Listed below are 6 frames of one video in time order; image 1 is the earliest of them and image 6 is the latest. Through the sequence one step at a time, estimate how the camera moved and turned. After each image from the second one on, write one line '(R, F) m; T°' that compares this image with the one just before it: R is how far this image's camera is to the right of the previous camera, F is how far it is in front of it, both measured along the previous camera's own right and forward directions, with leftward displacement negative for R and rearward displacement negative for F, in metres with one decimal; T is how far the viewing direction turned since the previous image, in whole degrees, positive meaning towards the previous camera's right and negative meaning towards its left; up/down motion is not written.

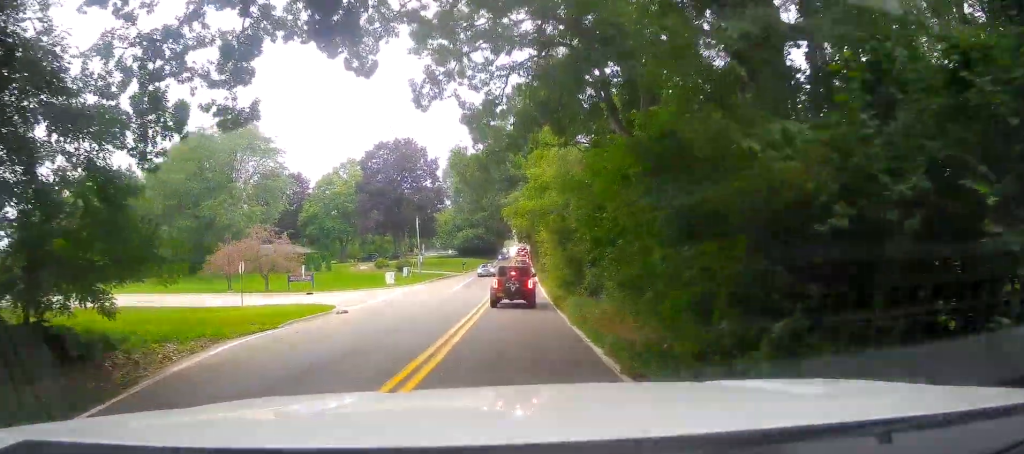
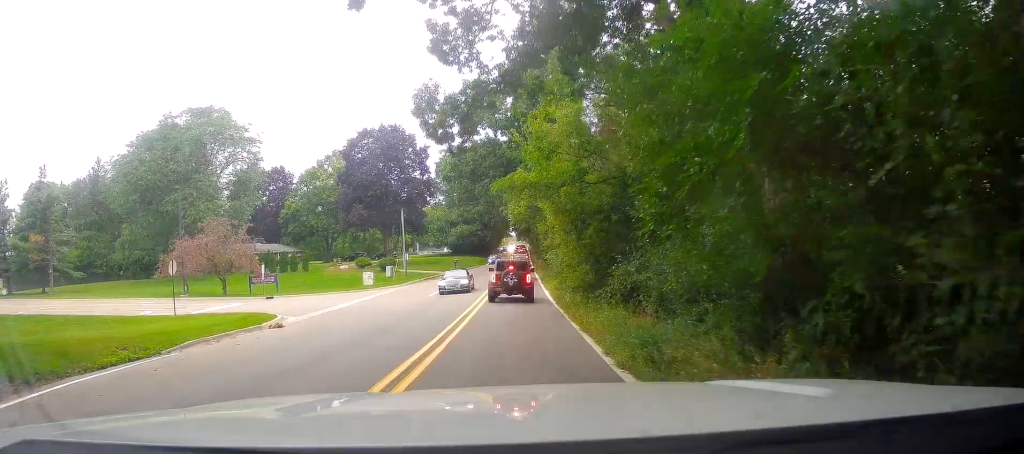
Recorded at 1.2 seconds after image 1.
(0.0, +9.3) m; 0°
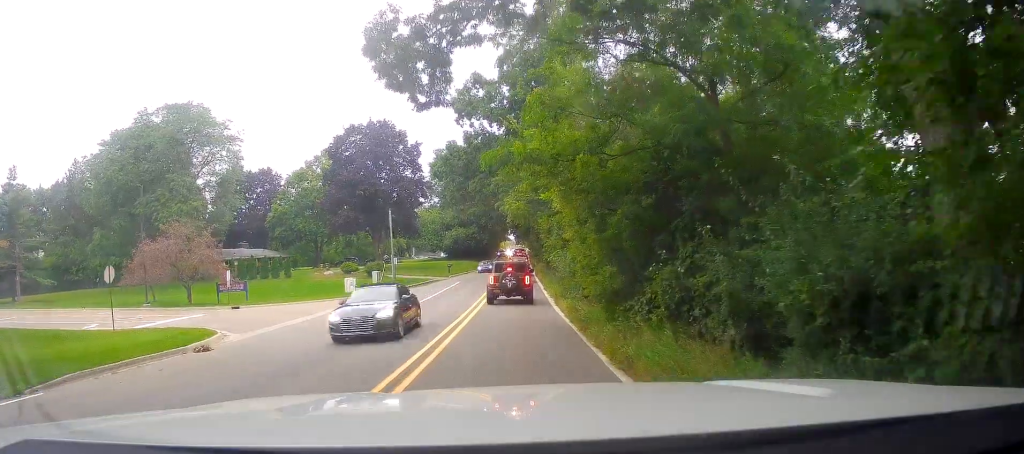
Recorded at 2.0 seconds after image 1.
(0.0, +6.0) m; 0°
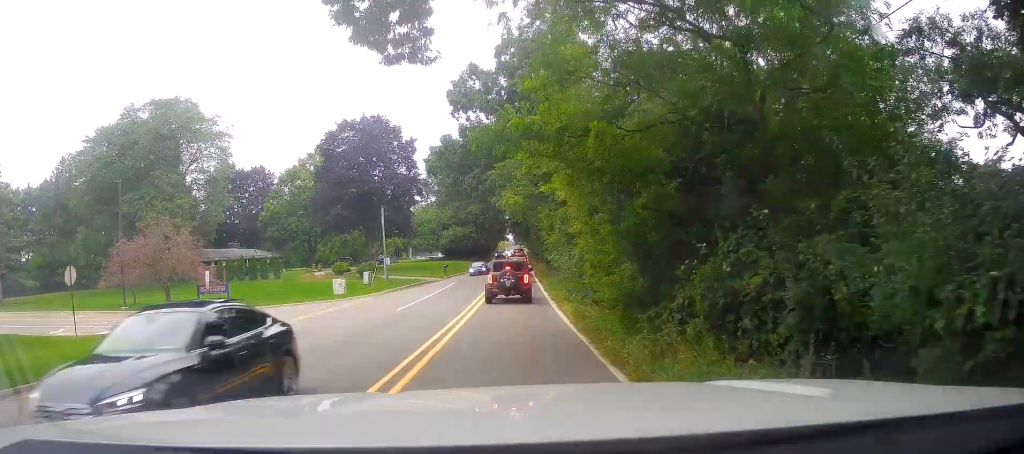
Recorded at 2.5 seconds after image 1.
(0.0, +3.1) m; 0°
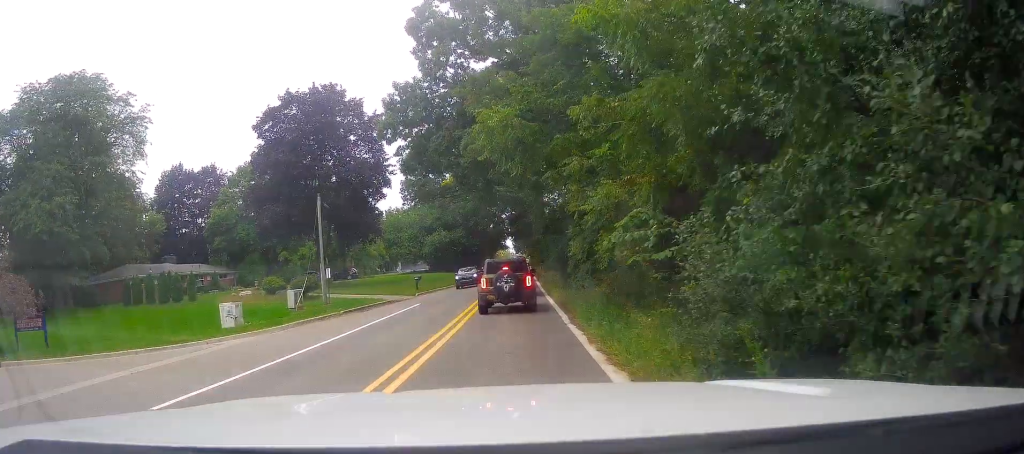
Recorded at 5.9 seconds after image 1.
(0.0, +21.0) m; 0°
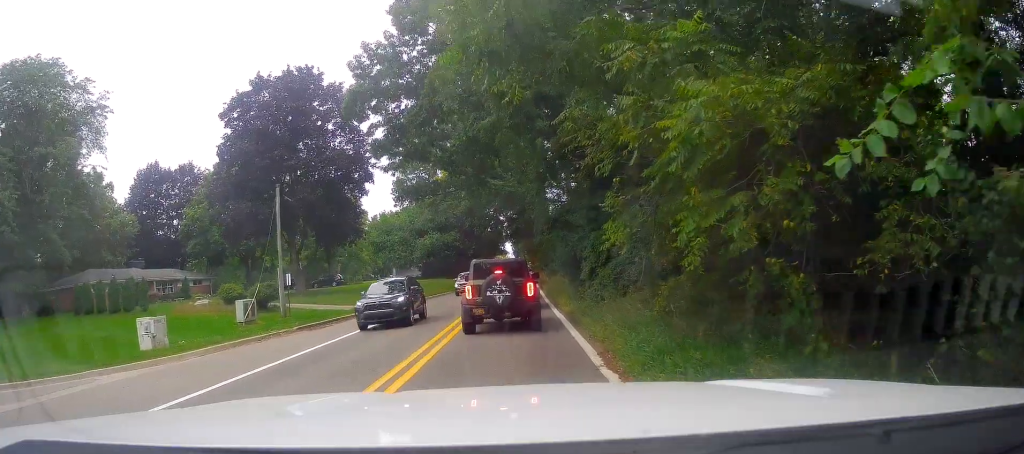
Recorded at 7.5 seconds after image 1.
(0.0, +7.7) m; 0°
